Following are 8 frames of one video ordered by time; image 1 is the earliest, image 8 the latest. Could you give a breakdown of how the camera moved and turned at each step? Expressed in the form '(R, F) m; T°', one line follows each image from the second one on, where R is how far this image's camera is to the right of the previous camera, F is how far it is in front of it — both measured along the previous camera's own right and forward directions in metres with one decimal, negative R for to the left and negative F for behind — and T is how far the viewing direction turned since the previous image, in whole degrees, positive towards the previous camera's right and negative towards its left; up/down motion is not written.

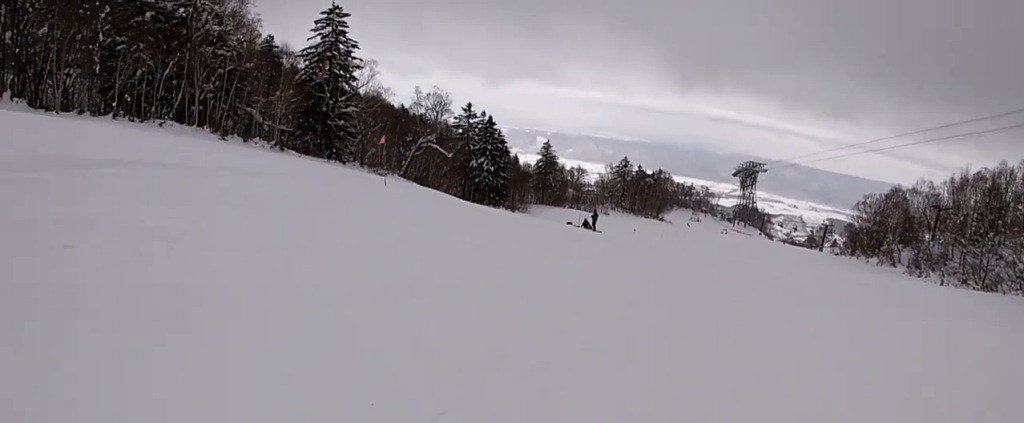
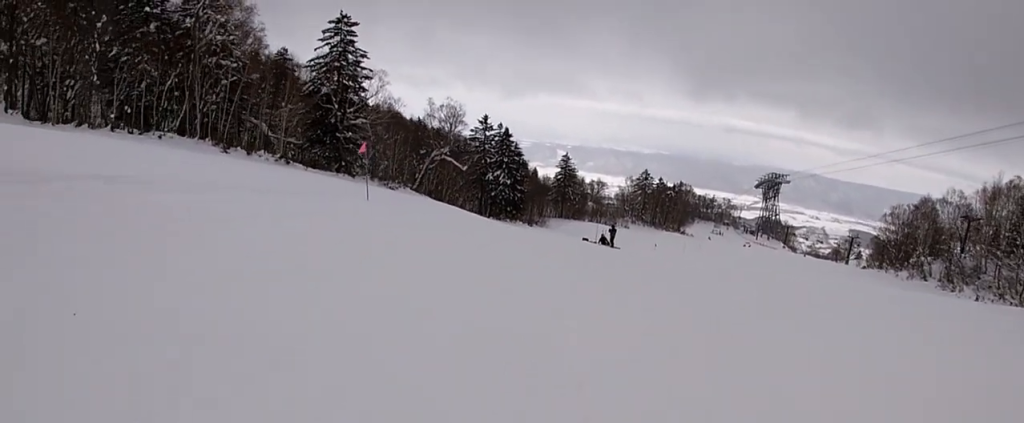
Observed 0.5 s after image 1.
(+0.2, +3.1) m; -6°
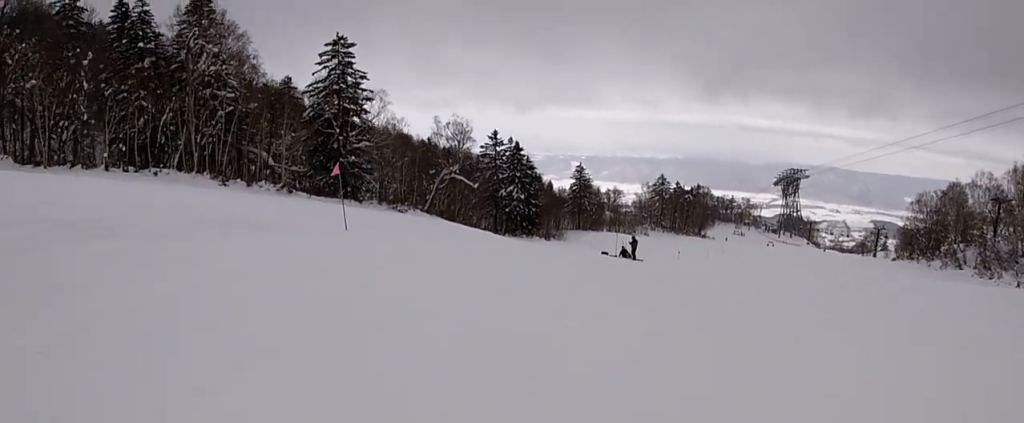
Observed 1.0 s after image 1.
(+0.4, +3.0) m; -4°
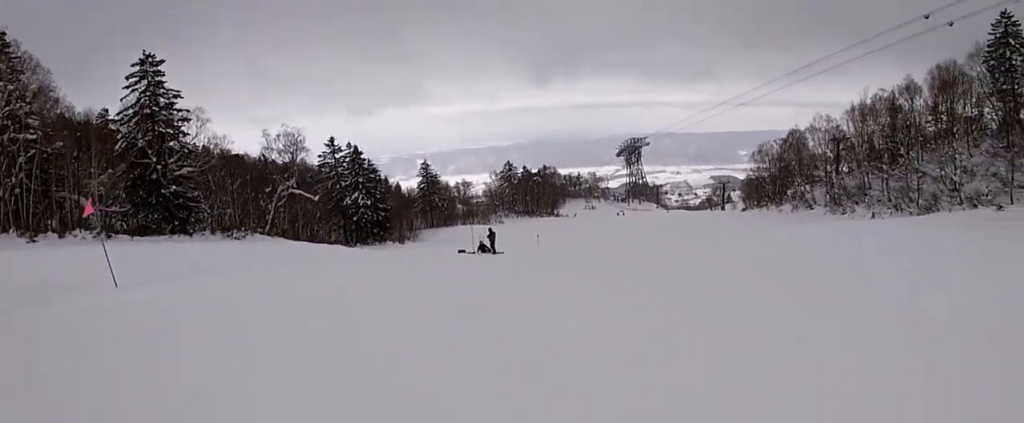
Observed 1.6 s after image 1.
(-1.0, +3.9) m; +8°
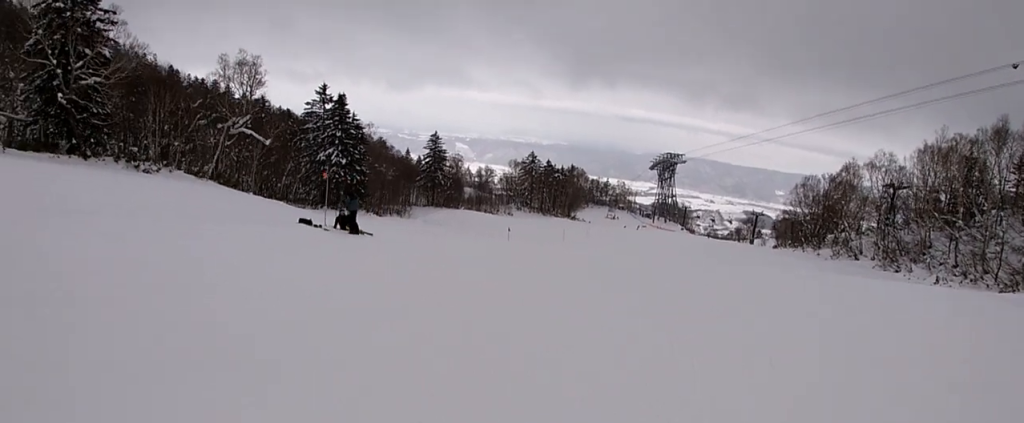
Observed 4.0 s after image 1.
(+3.7, +14.6) m; +4°
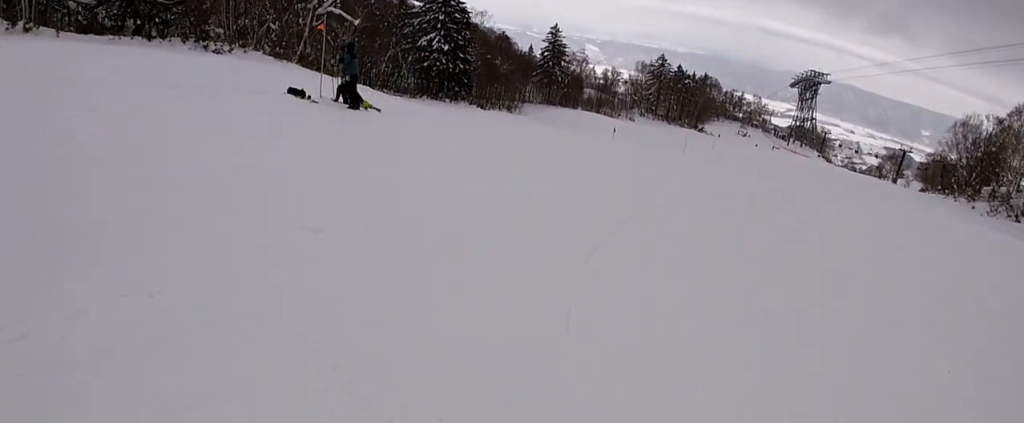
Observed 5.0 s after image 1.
(-0.5, +6.1) m; -15°
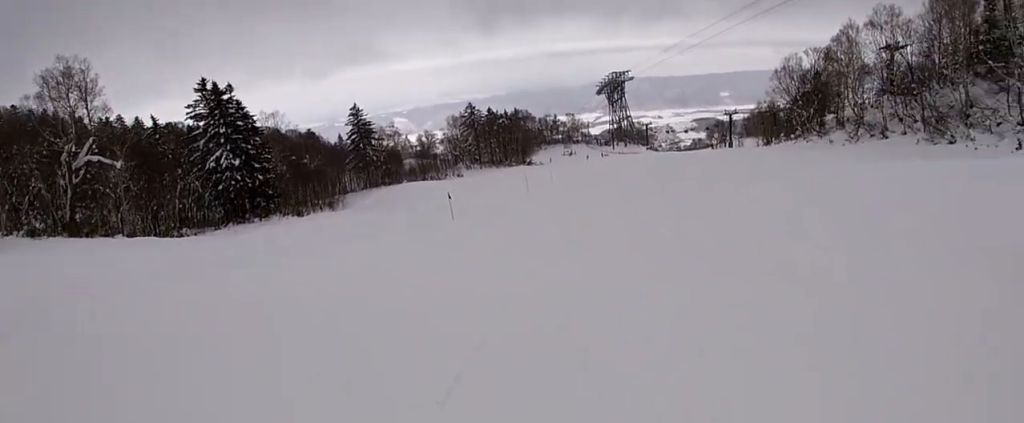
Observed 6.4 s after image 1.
(-0.4, +8.8) m; +10°
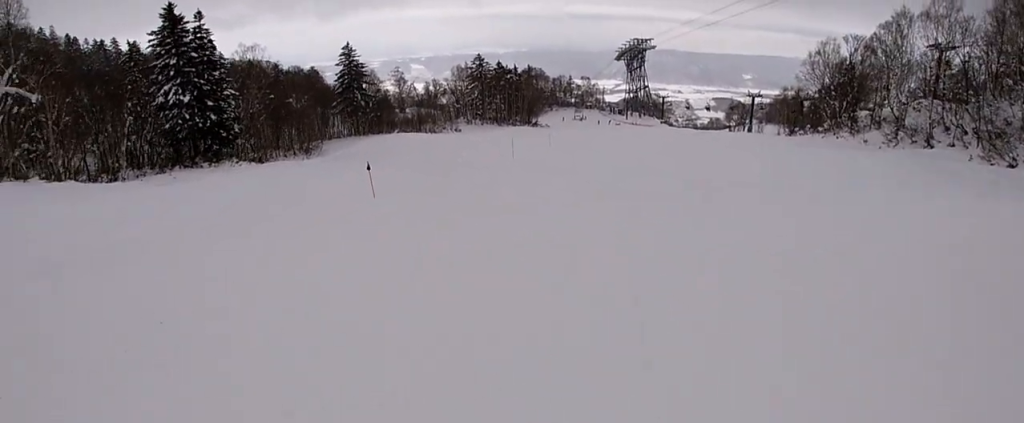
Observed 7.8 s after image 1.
(+1.4, +8.7) m; +6°
